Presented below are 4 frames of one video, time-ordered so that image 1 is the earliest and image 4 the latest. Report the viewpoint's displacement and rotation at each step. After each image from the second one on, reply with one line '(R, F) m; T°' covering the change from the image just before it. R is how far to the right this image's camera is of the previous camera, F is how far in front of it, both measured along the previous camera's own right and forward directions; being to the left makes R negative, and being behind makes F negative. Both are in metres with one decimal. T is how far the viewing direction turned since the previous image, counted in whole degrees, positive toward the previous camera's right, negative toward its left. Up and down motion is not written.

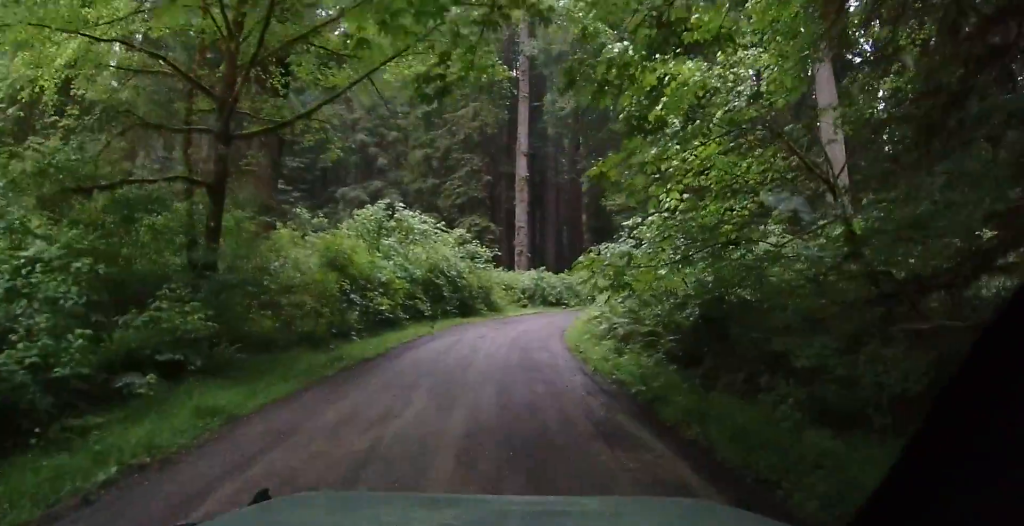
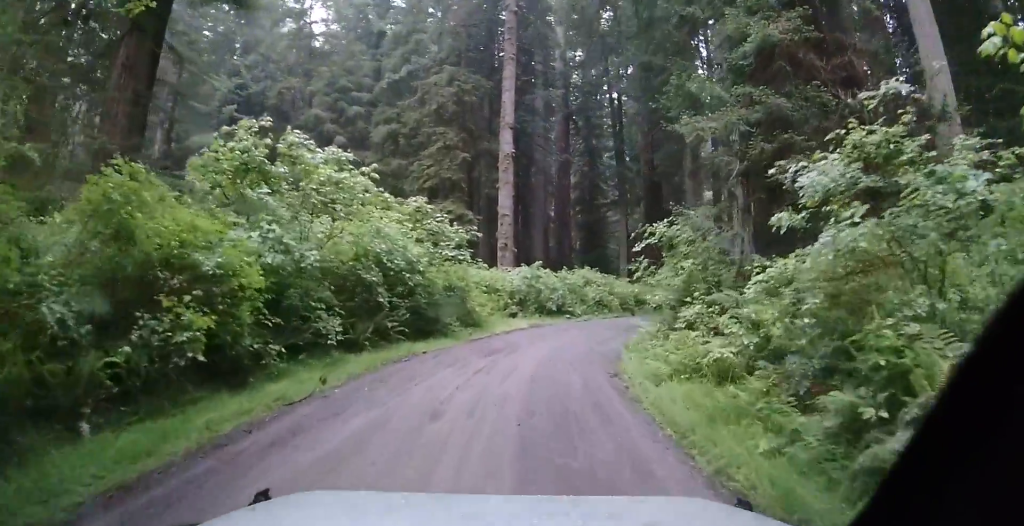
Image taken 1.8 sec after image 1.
(-2.3, +8.0) m; -10°
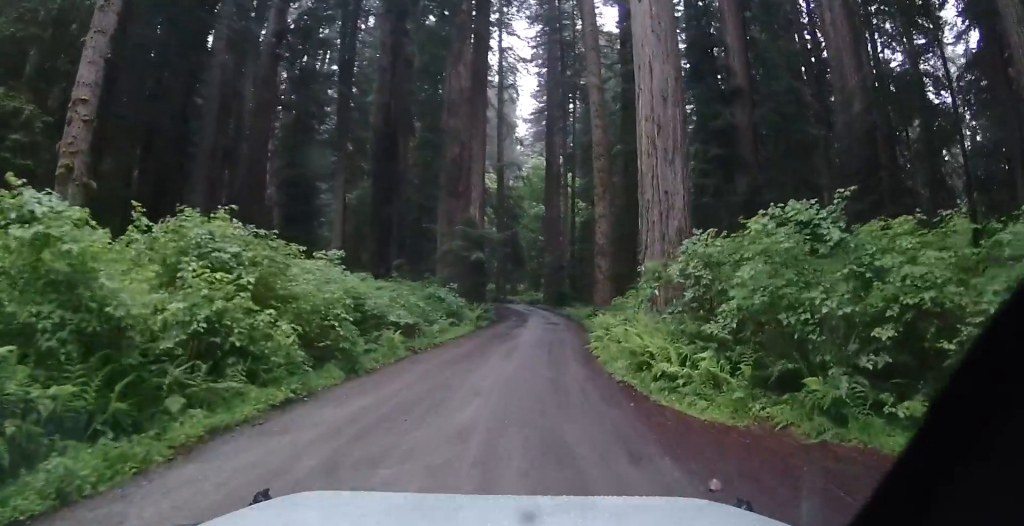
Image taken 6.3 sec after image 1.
(+12.9, +24.0) m; +37°
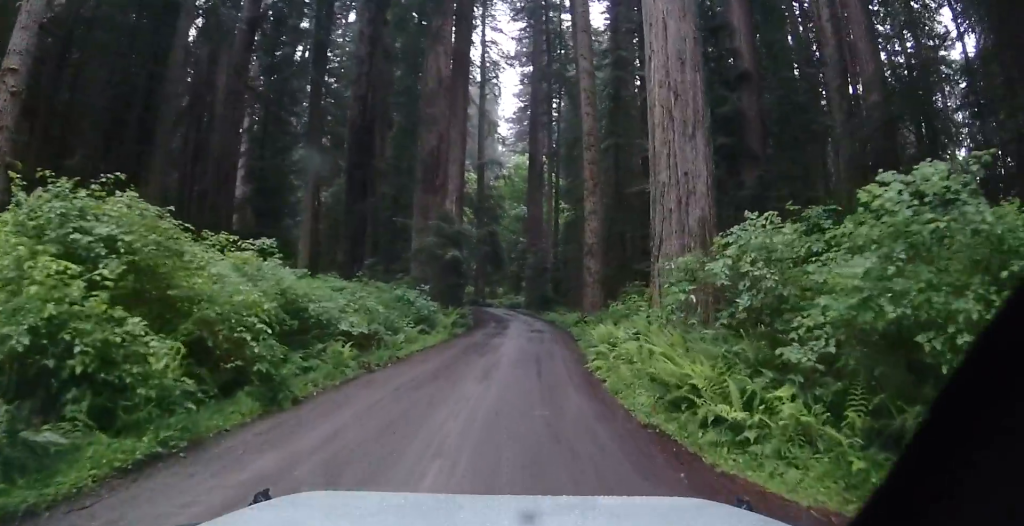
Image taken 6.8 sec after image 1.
(+0.1, +3.5) m; +1°
